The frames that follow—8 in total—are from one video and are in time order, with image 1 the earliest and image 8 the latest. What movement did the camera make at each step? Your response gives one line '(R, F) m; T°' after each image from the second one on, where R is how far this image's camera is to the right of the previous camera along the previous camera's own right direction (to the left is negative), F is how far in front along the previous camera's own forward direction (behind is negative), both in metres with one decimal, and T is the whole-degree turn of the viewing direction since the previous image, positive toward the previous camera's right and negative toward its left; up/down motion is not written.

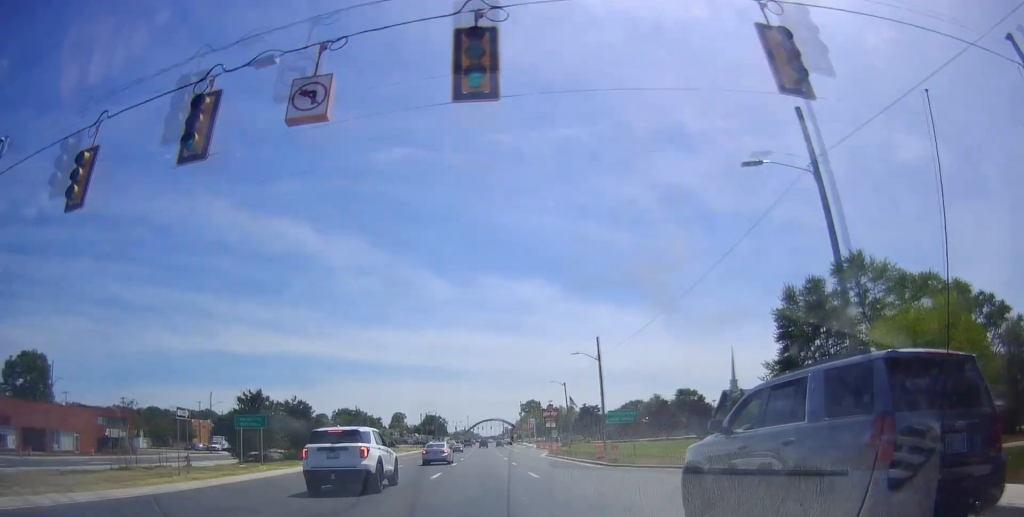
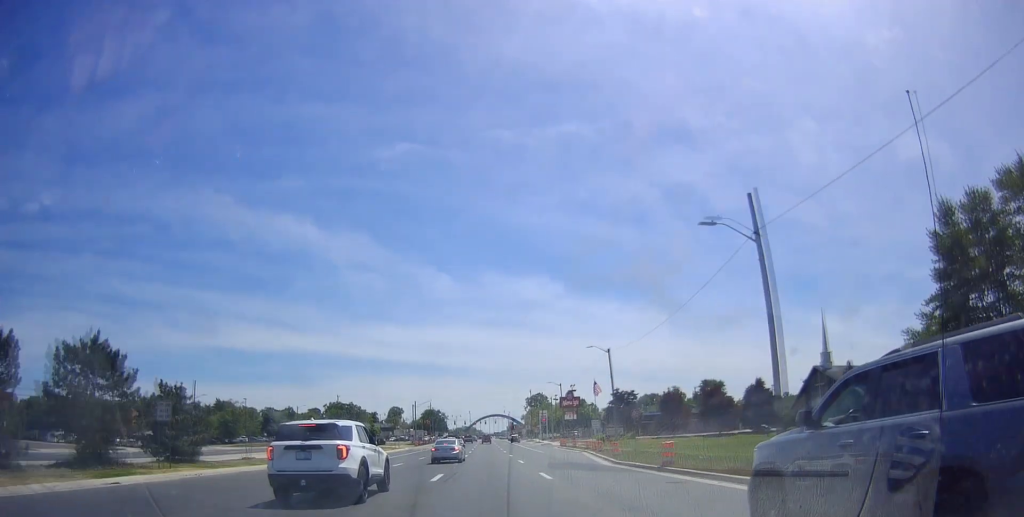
(+0.7, +31.2) m; +1°
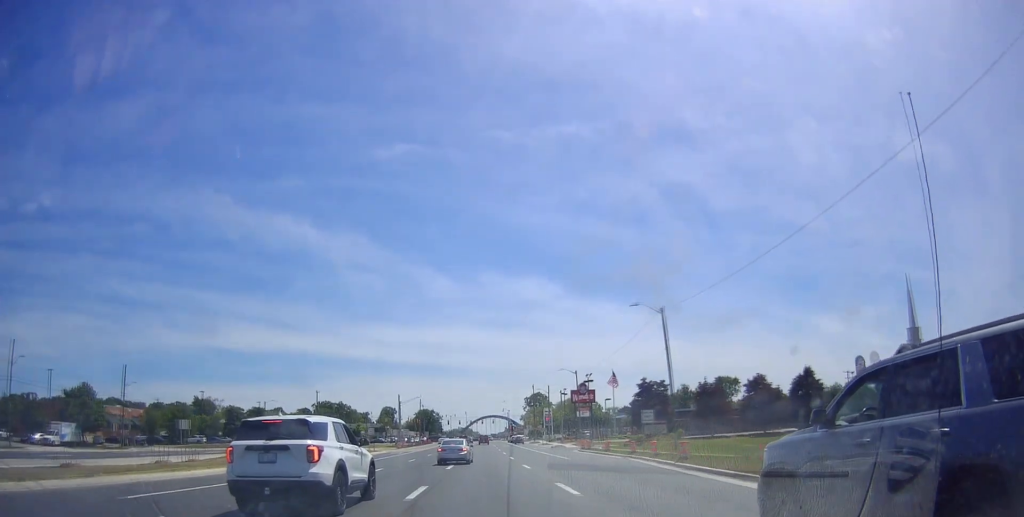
(+0.1, +21.1) m; -1°
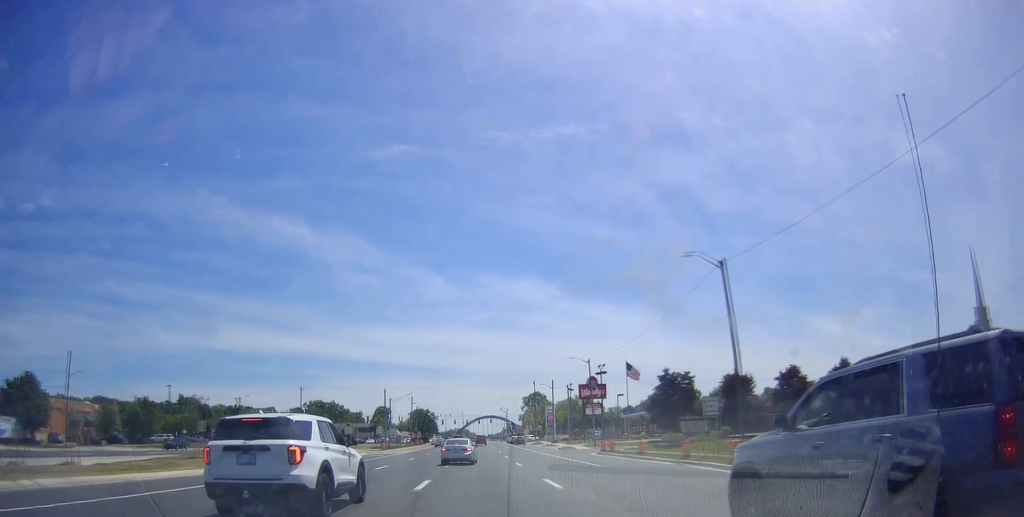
(-0.2, +12.9) m; 0°
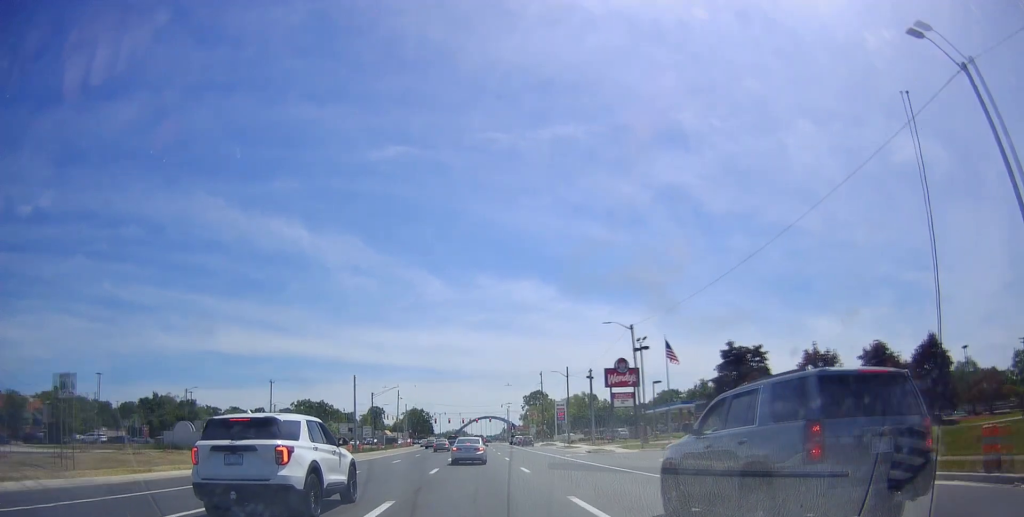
(+0.2, +23.4) m; +2°
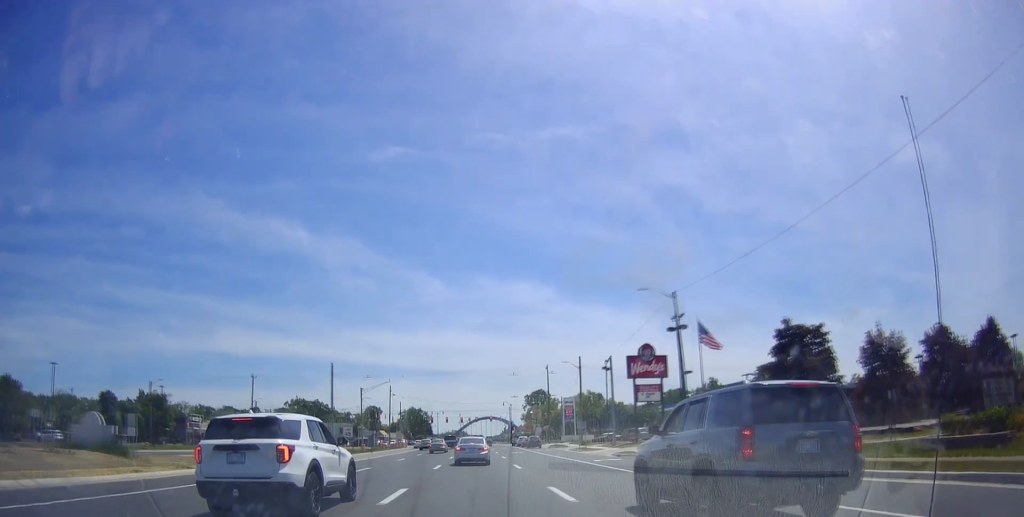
(+0.1, +12.4) m; 0°
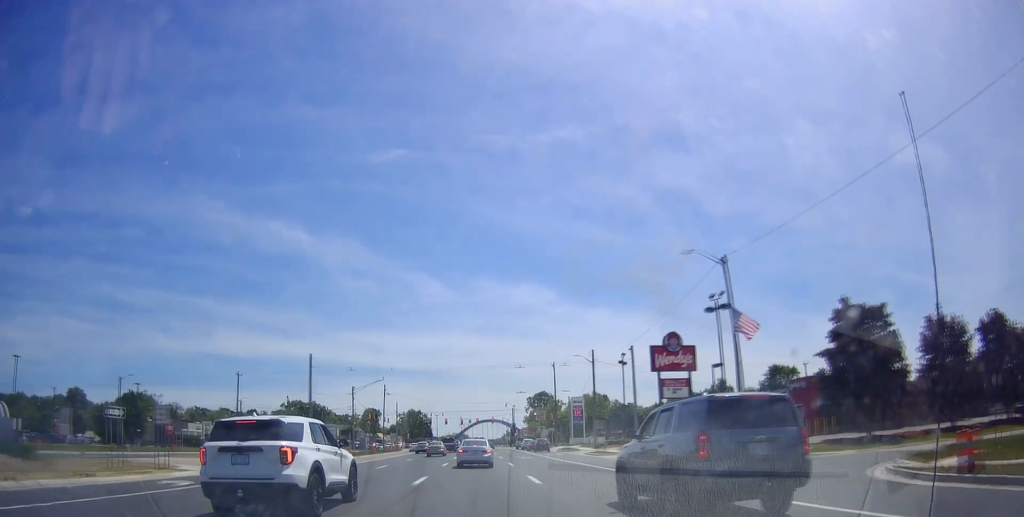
(0.0, +9.3) m; 0°
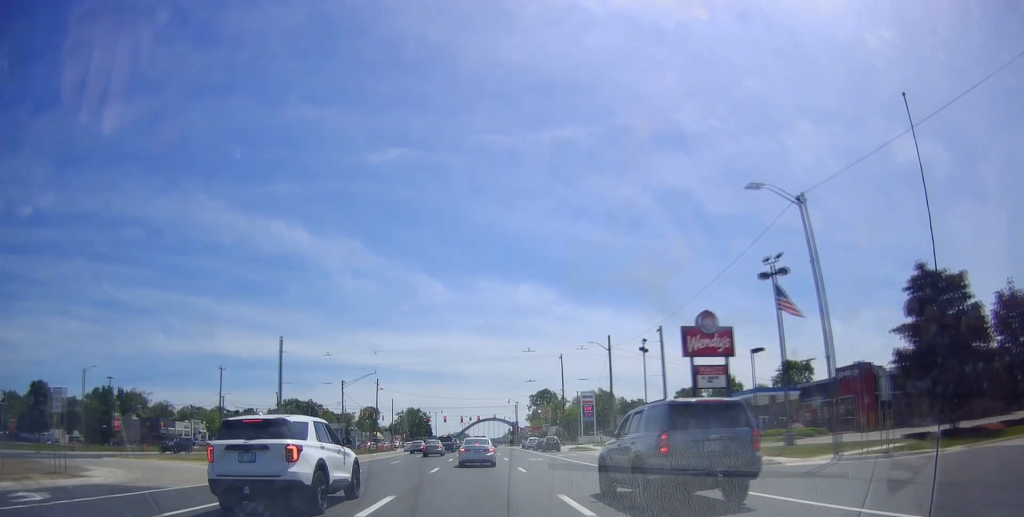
(0.0, +9.7) m; 0°
